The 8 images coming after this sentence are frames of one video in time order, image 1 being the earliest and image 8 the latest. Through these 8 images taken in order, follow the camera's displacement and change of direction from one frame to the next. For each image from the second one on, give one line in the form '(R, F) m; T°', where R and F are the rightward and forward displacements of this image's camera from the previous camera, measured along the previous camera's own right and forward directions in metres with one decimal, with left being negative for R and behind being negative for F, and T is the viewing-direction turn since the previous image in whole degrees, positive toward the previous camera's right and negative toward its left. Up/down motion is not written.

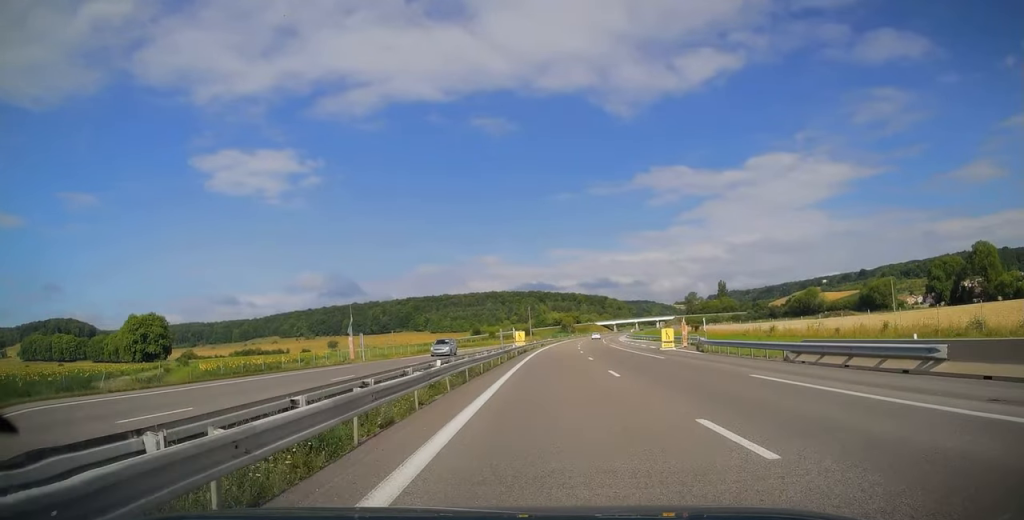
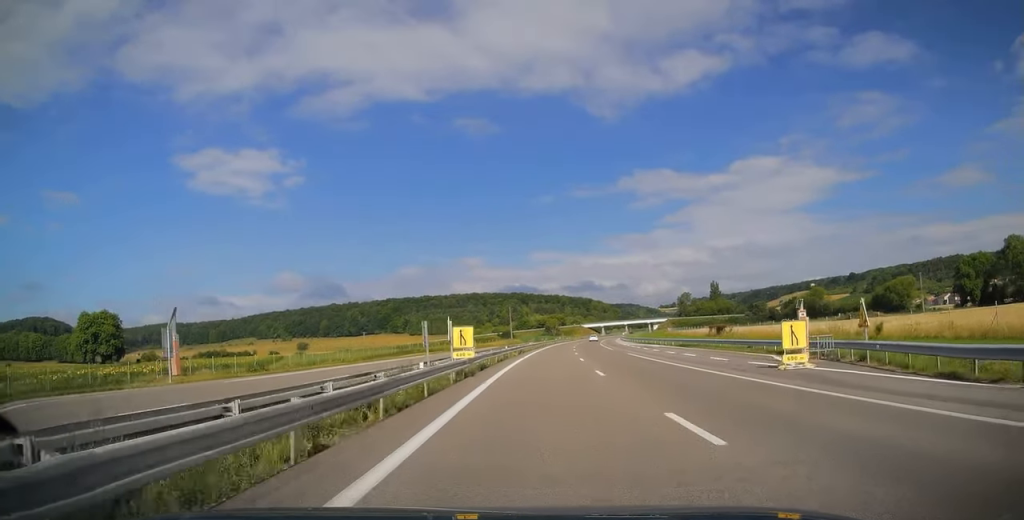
(+0.3, +25.4) m; +2°
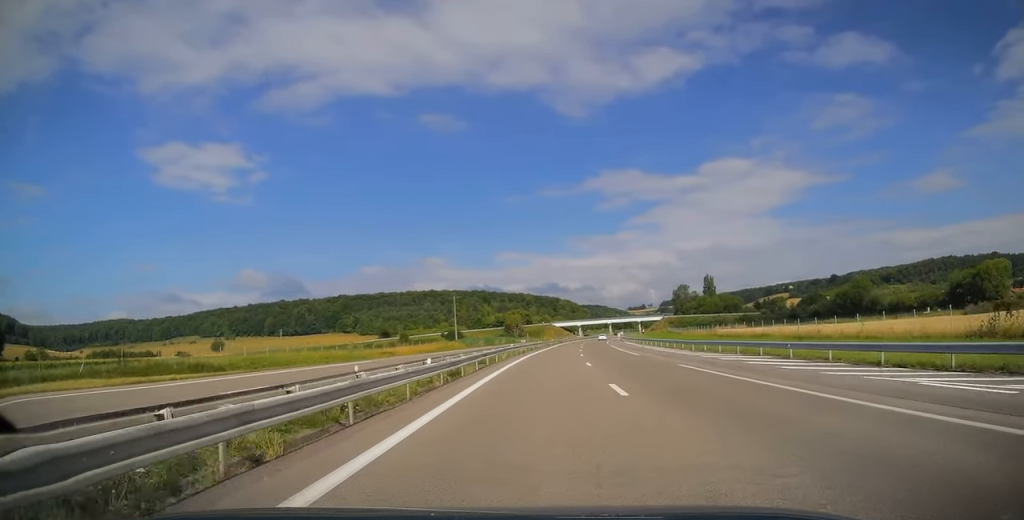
(+2.9, +72.8) m; +4°
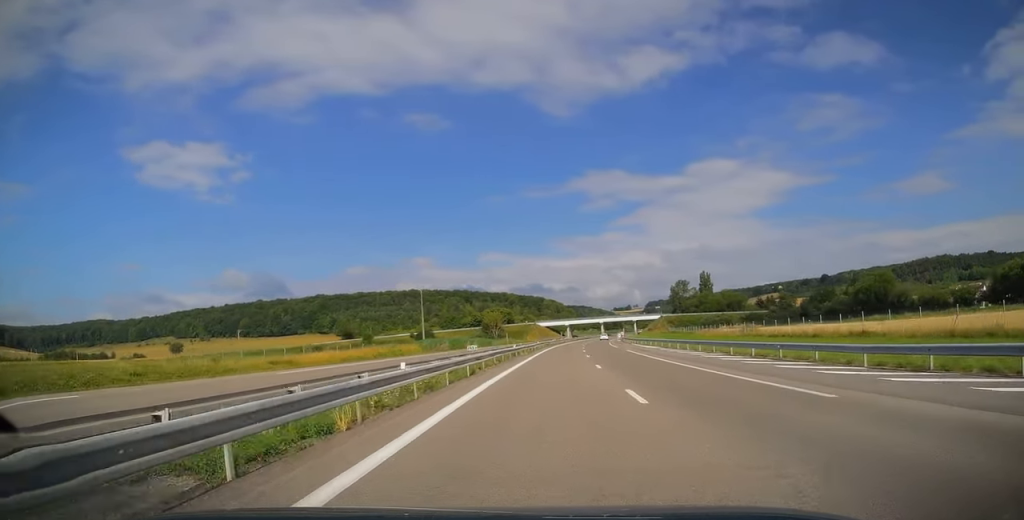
(+0.1, +27.8) m; +2°
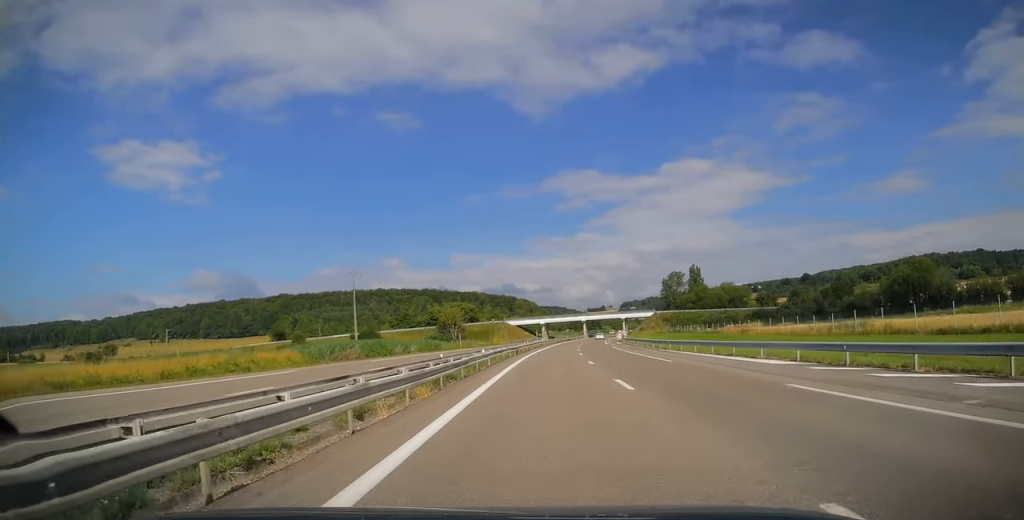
(+1.0, +36.6) m; +2°
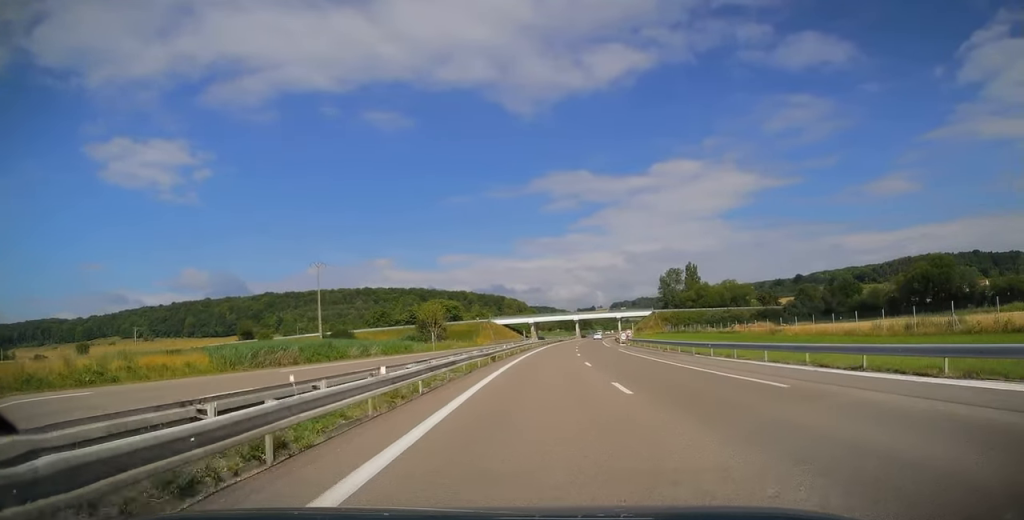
(0.0, +14.1) m; +1°
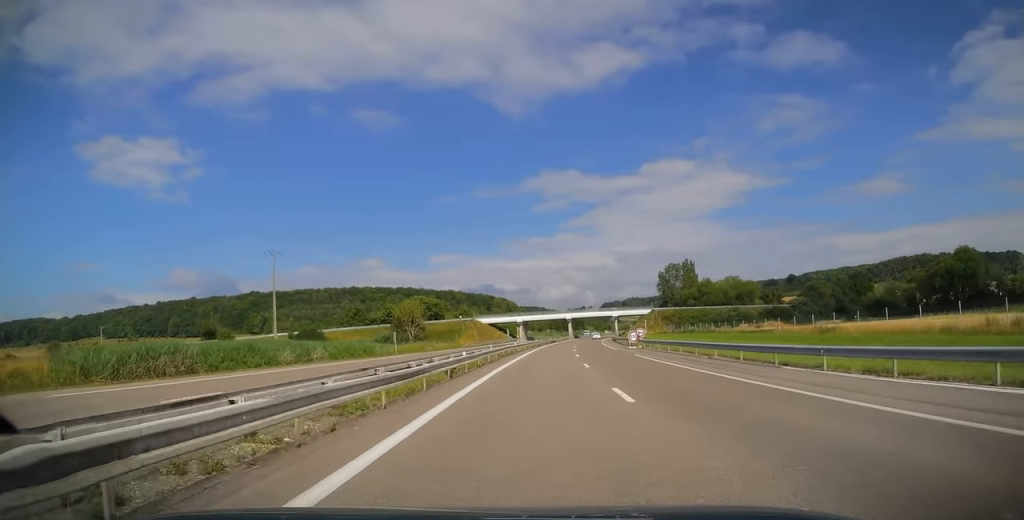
(-0.1, +14.6) m; +1°
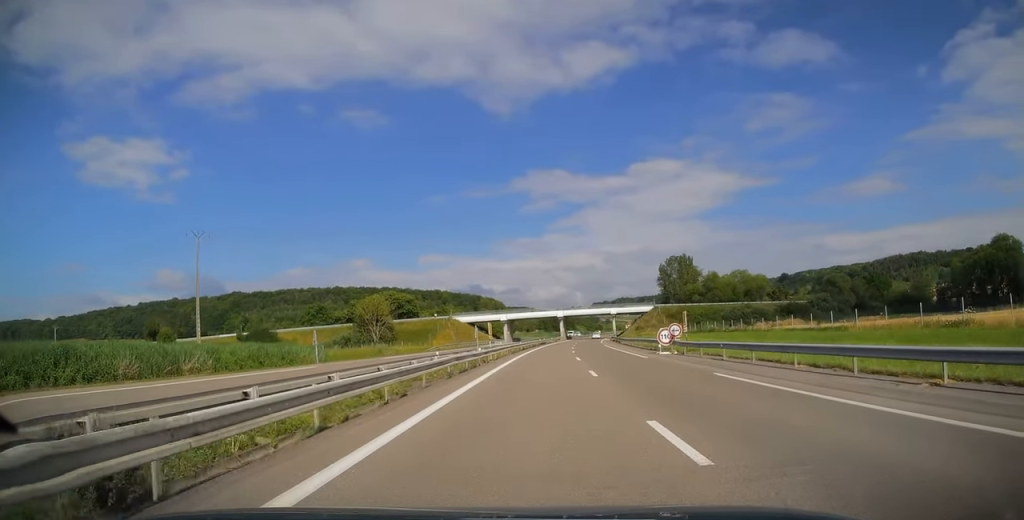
(+0.3, +19.0) m; +2°
